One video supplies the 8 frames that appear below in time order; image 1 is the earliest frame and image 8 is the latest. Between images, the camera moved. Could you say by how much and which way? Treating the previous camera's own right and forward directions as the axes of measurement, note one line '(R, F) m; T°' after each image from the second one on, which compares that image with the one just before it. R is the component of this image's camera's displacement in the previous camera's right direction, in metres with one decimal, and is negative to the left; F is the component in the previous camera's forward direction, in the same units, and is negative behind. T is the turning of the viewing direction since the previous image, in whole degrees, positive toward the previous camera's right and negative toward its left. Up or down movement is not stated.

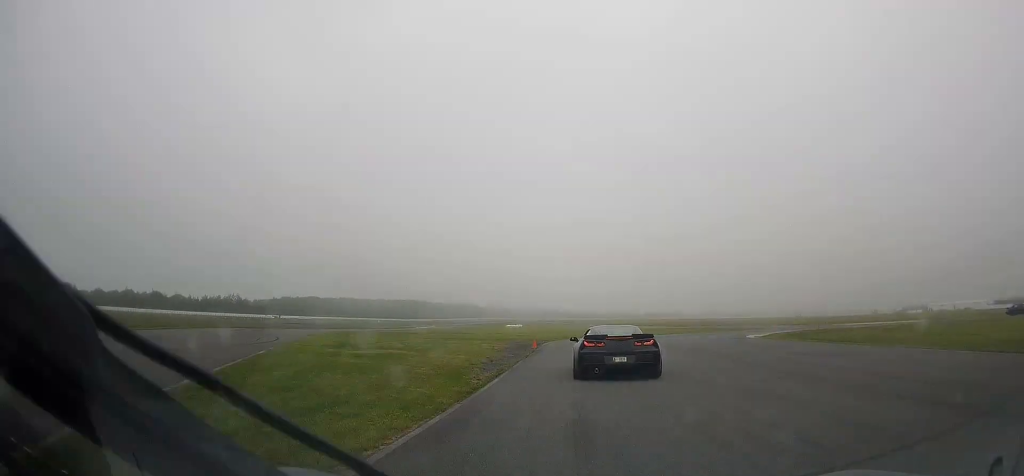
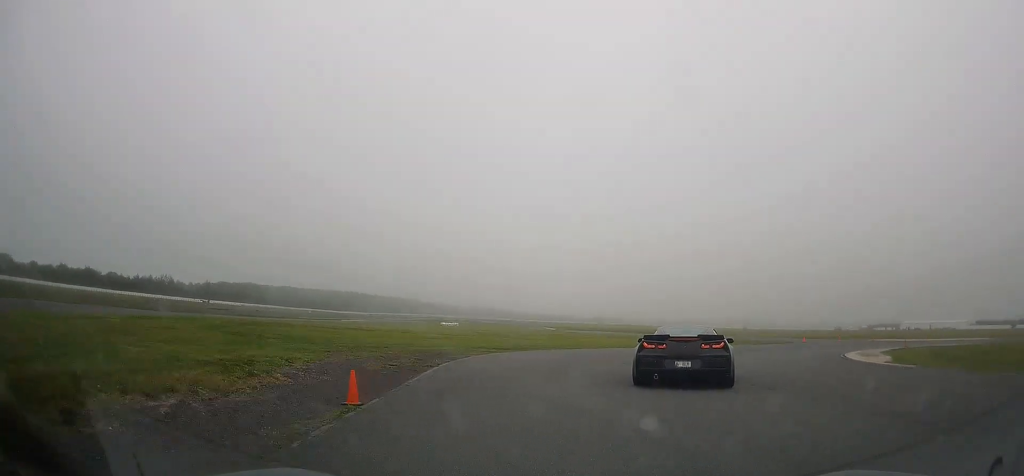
(+0.7, +22.7) m; +10°
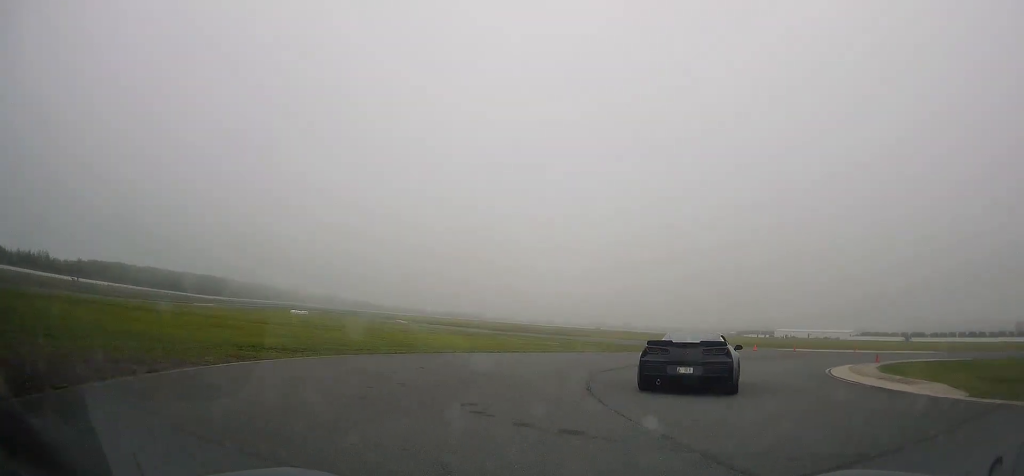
(+1.0, +11.2) m; +14°
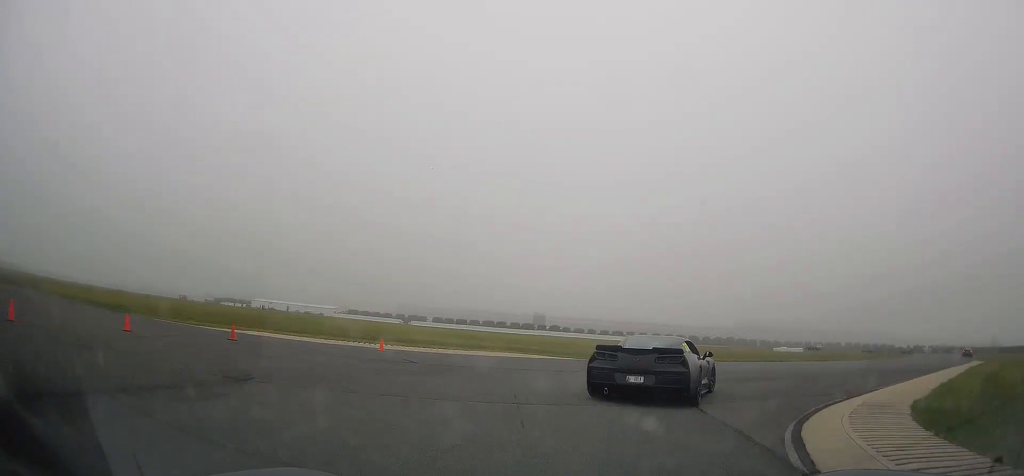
(+11.1, +25.0) m; +52°
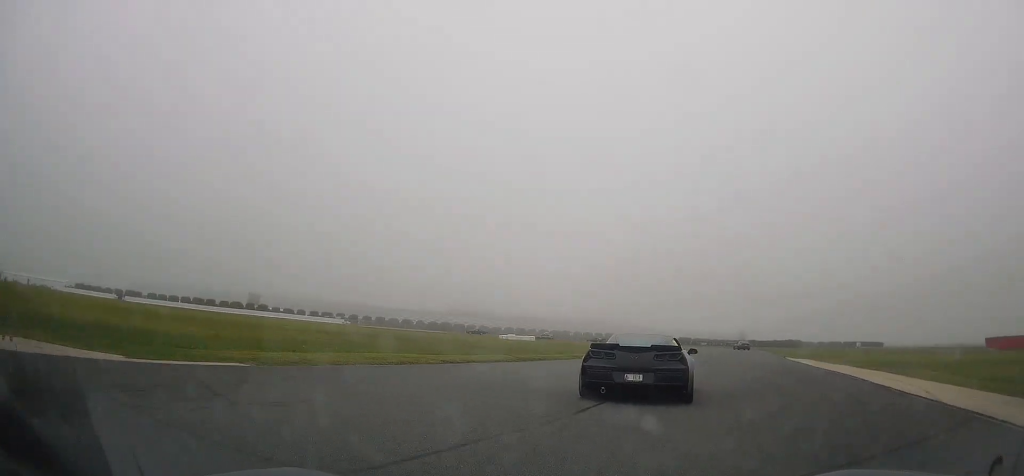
(+3.7, +15.8) m; +25°
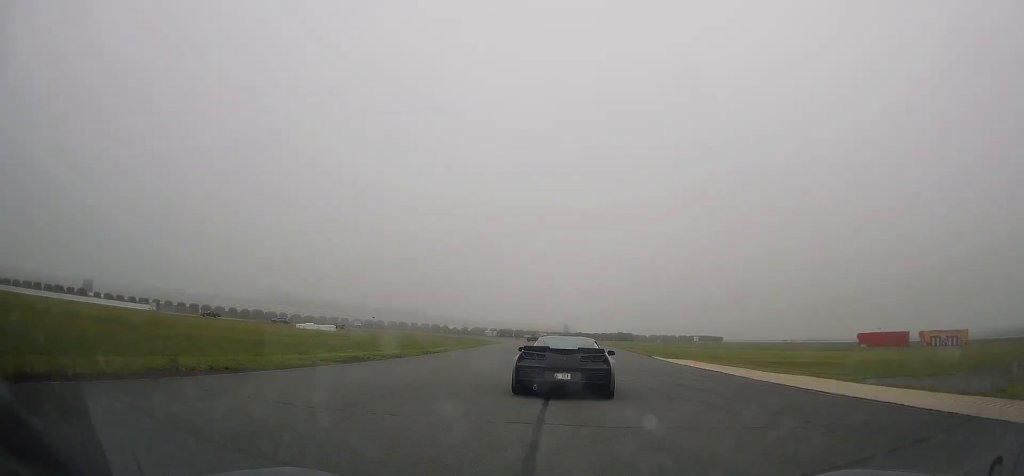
(+3.0, +15.7) m; +15°
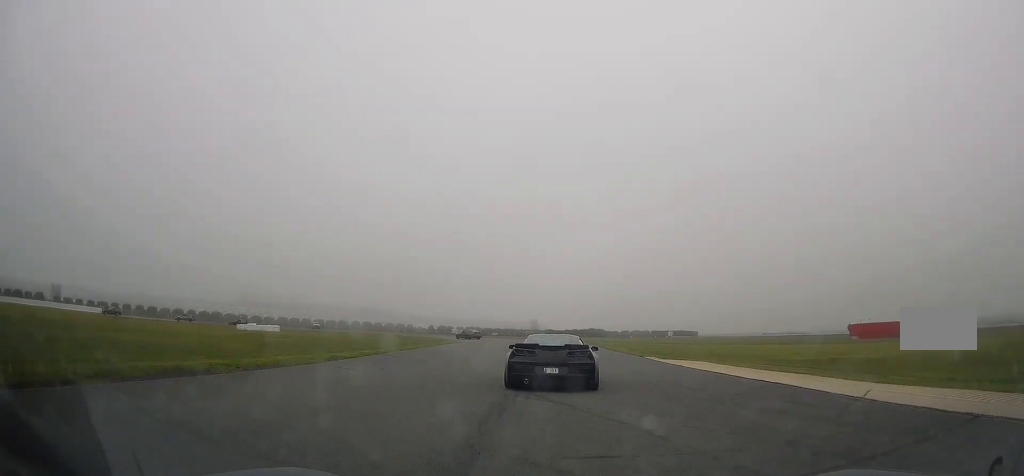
(+0.9, +10.4) m; +3°
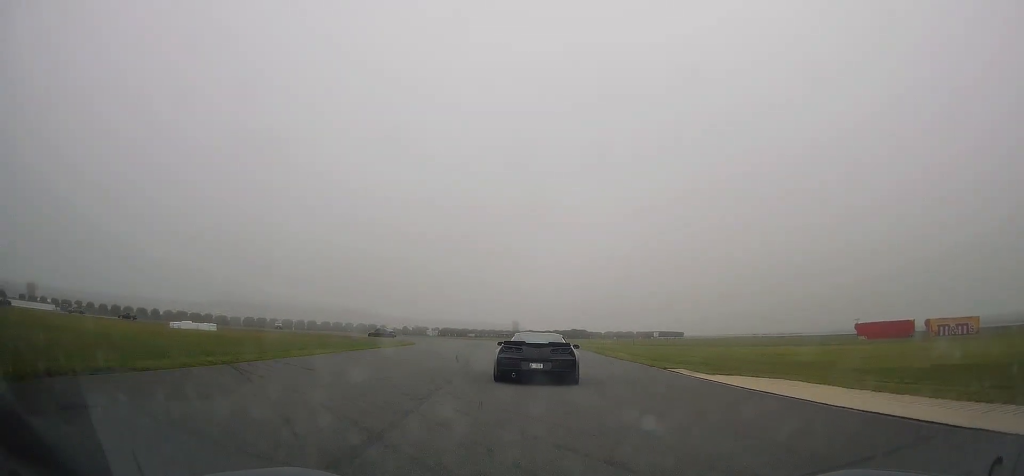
(+0.6, +12.7) m; +2°
